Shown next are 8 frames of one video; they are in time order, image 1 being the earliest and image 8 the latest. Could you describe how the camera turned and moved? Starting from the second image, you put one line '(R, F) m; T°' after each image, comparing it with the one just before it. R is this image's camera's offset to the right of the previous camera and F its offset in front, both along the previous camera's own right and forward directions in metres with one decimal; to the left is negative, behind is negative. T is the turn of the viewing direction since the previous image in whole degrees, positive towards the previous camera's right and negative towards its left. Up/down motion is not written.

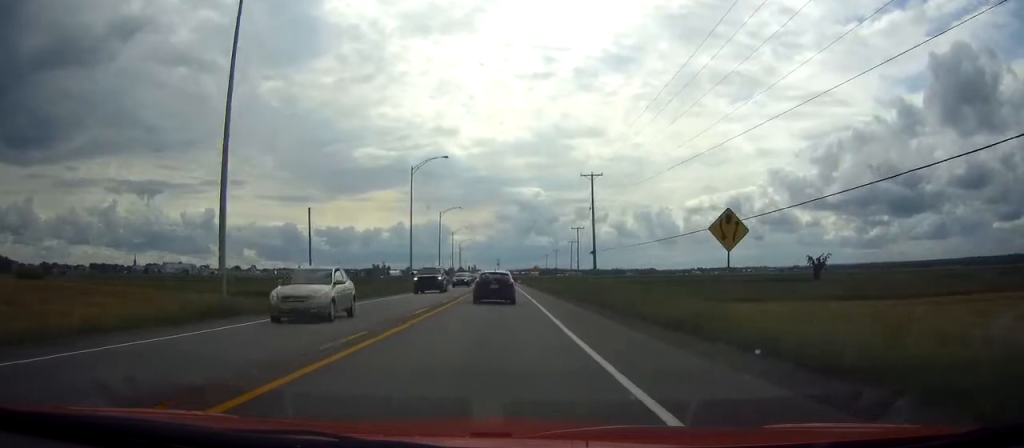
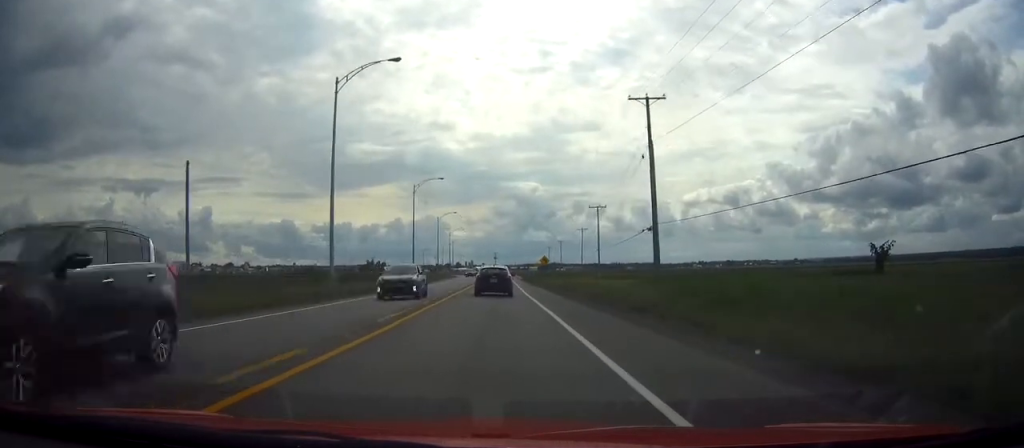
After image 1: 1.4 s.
(0.0, +30.7) m; 0°
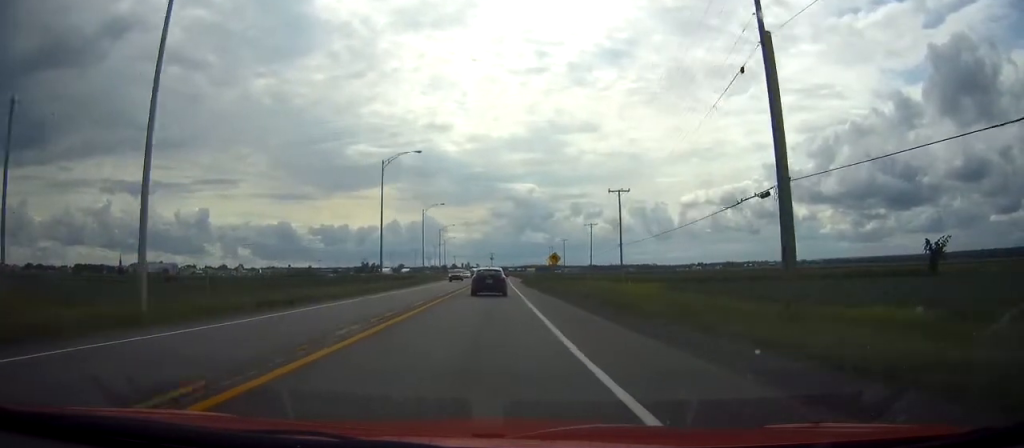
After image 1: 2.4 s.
(0.0, +21.3) m; 0°
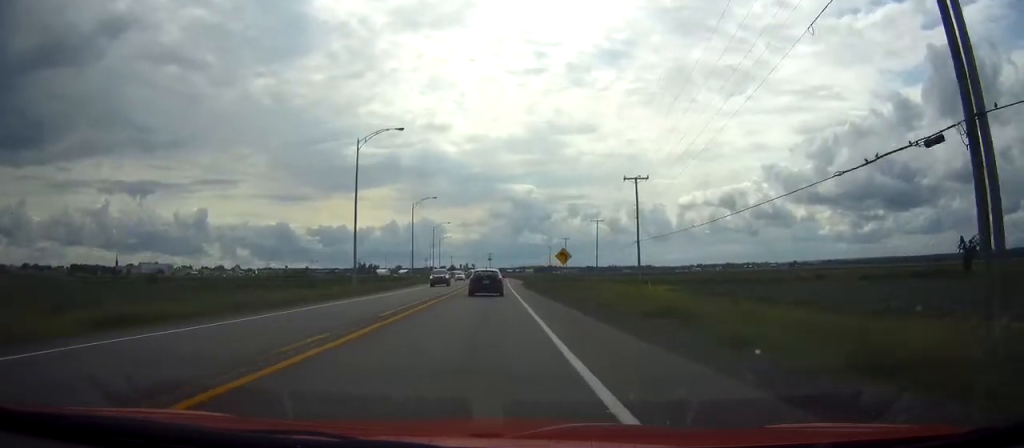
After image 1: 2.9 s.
(0.0, +11.2) m; 0°
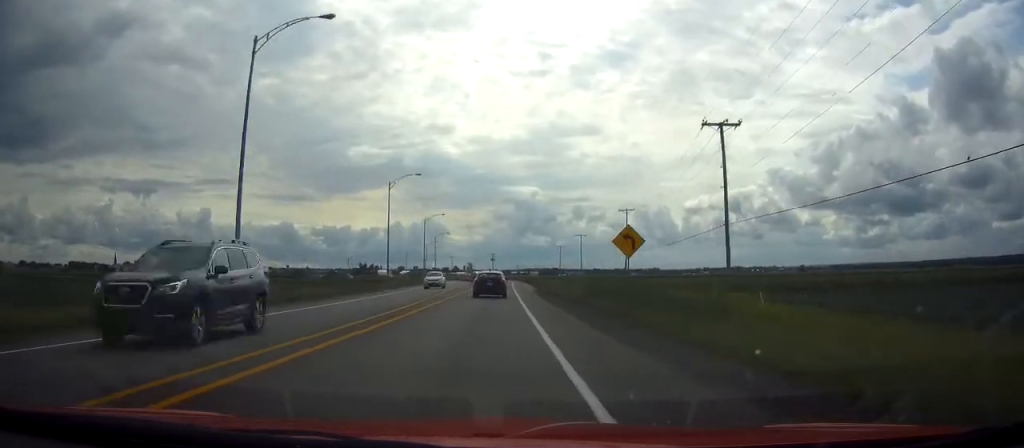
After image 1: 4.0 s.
(0.0, +25.8) m; 0°
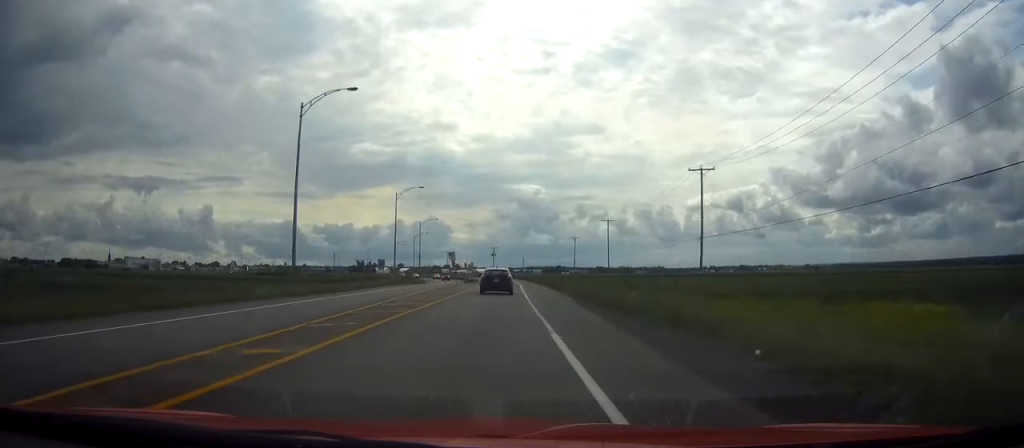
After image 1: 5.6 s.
(-0.1, +35.9) m; 0°
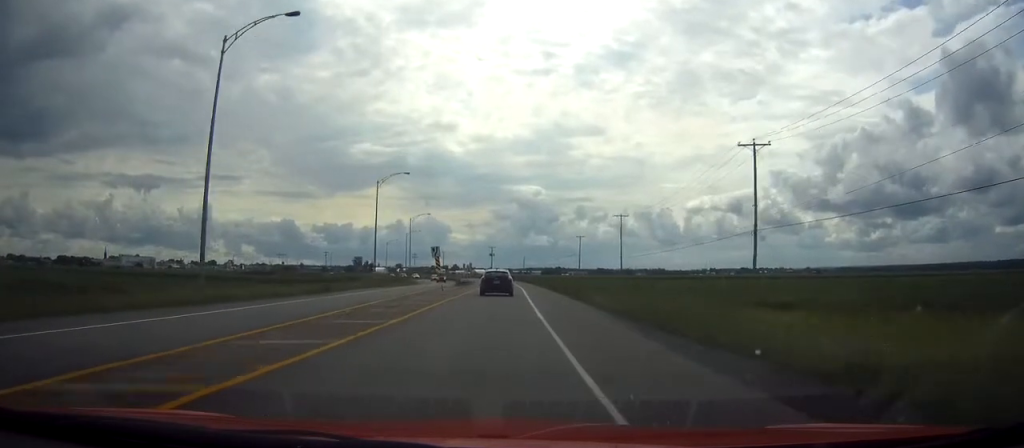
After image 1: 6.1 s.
(+0.1, +13.5) m; 0°
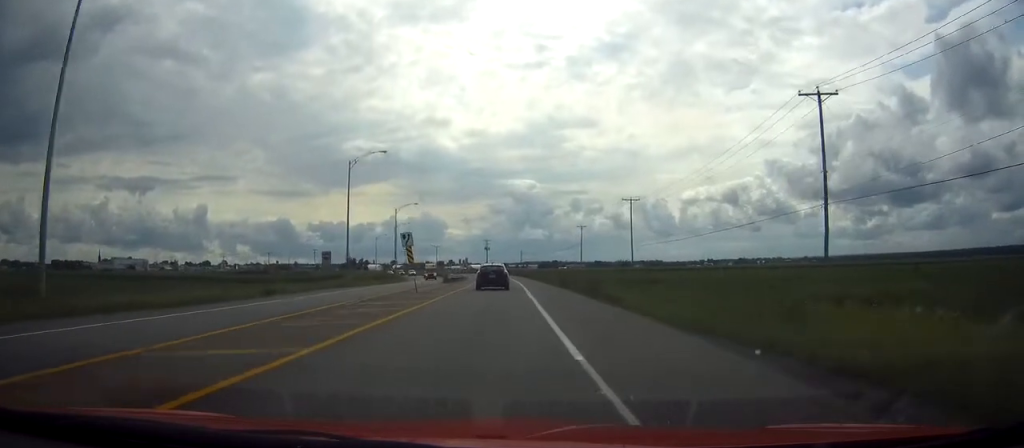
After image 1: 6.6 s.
(0.0, +12.0) m; 0°
